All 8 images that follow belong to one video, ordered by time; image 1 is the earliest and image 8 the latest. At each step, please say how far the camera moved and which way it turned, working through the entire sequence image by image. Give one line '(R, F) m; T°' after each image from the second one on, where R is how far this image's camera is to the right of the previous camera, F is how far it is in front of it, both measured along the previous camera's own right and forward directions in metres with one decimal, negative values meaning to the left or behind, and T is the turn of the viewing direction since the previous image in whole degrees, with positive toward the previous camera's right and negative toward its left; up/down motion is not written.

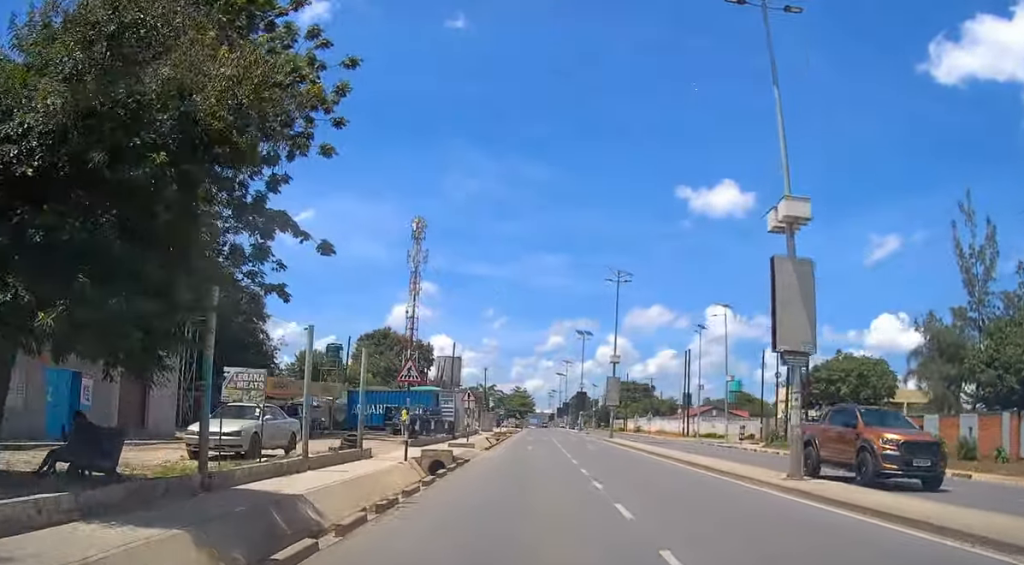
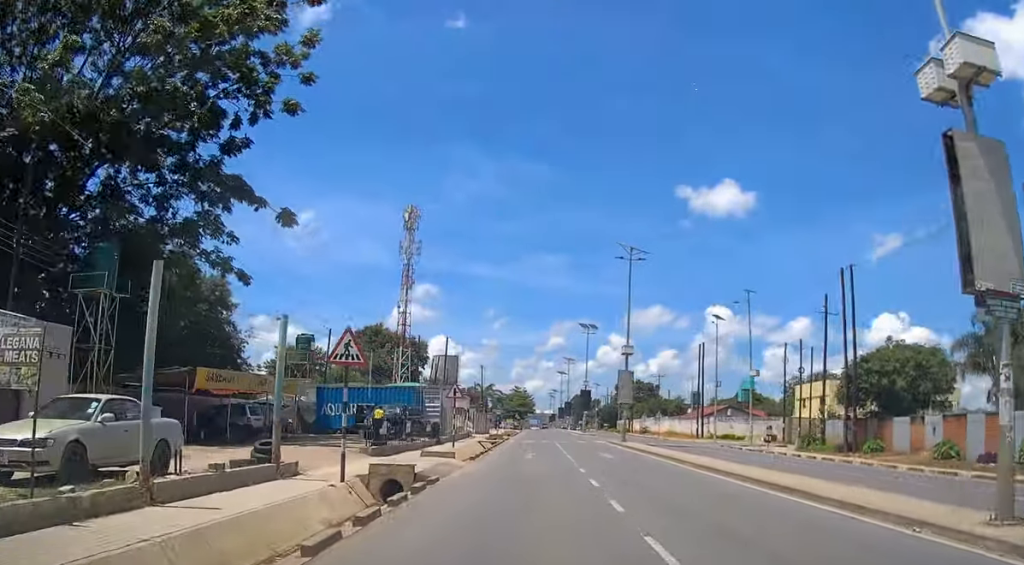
(0.0, +7.2) m; 0°
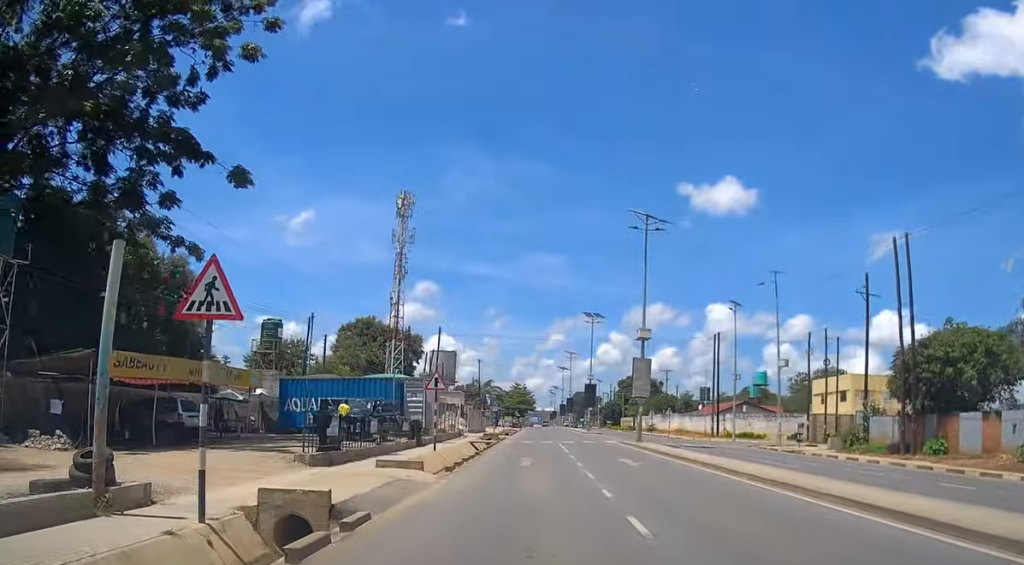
(0.0, +6.4) m; 0°
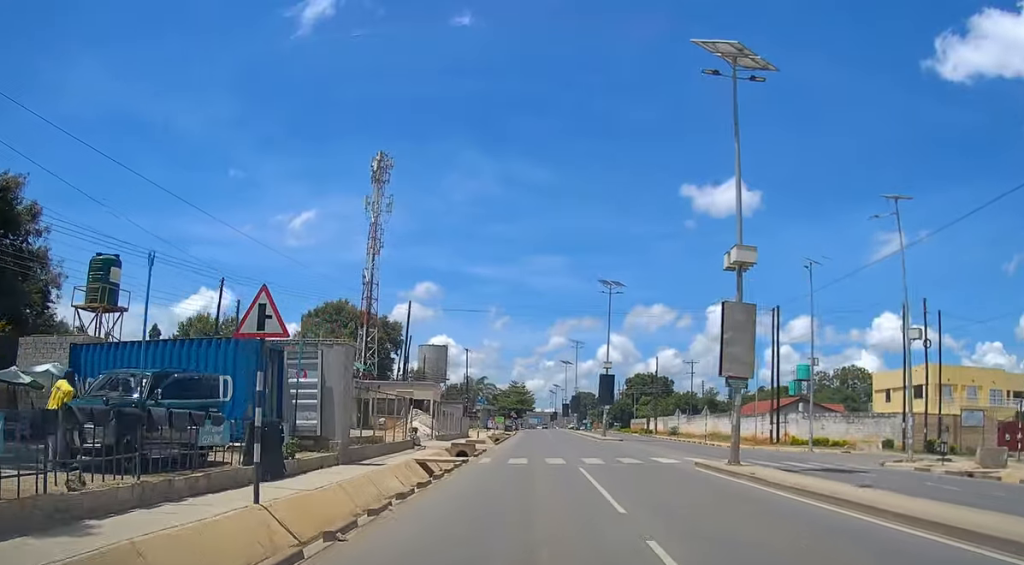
(-0.1, +18.0) m; -1°
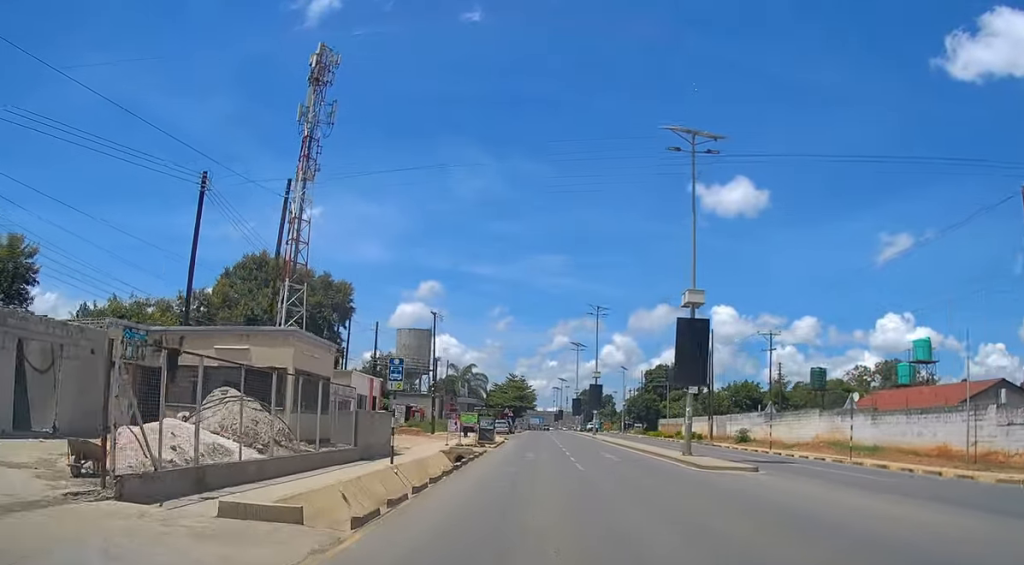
(-0.8, +30.1) m; -3°
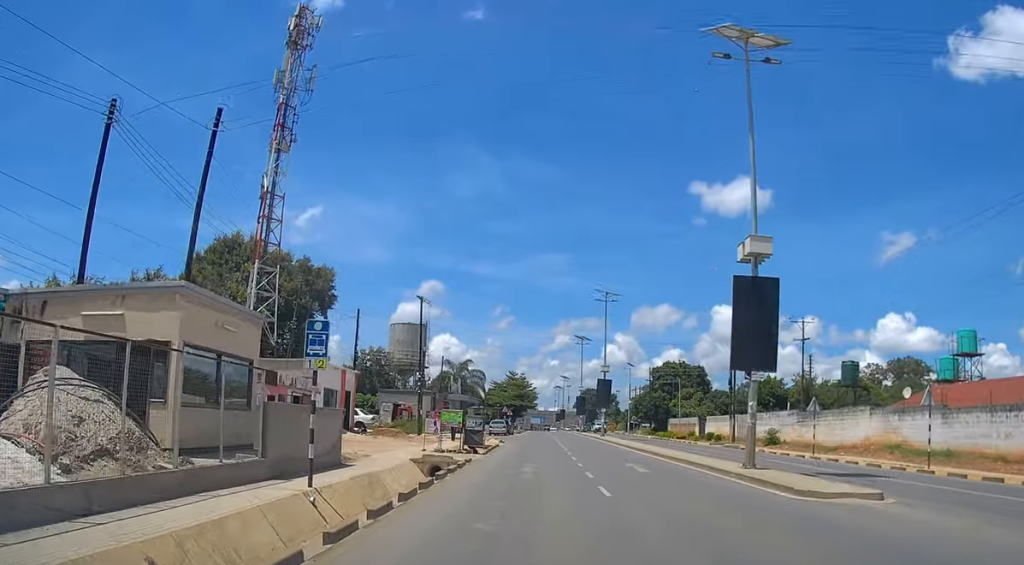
(-0.7, +7.4) m; +2°
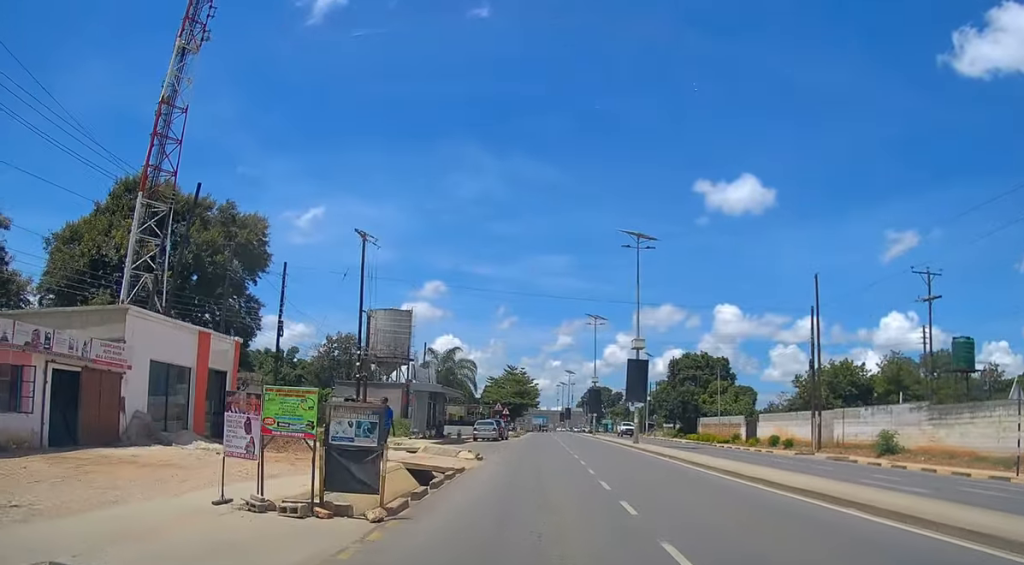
(+1.9, +18.2) m; +4°
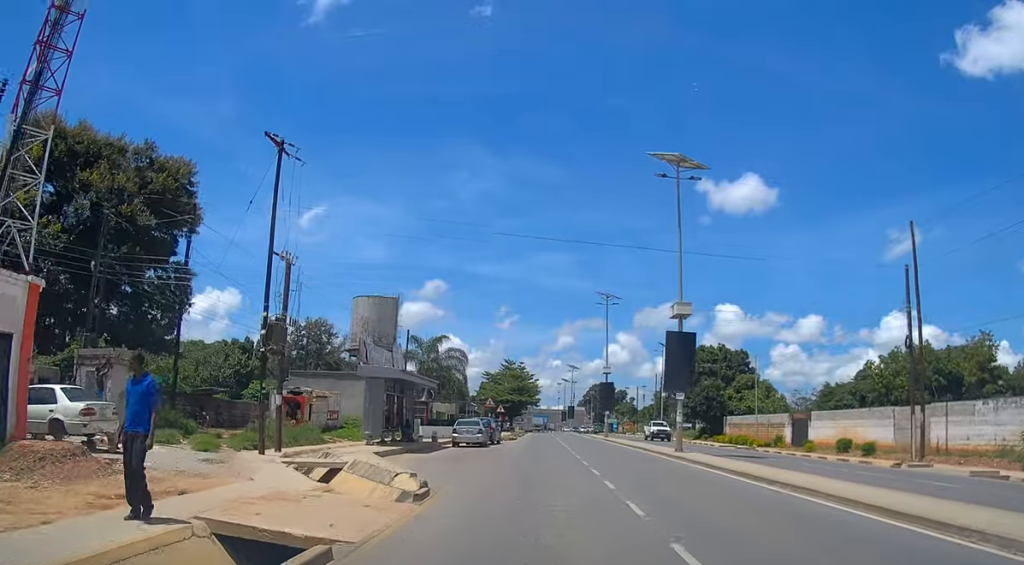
(-0.9, +12.2) m; -3°
